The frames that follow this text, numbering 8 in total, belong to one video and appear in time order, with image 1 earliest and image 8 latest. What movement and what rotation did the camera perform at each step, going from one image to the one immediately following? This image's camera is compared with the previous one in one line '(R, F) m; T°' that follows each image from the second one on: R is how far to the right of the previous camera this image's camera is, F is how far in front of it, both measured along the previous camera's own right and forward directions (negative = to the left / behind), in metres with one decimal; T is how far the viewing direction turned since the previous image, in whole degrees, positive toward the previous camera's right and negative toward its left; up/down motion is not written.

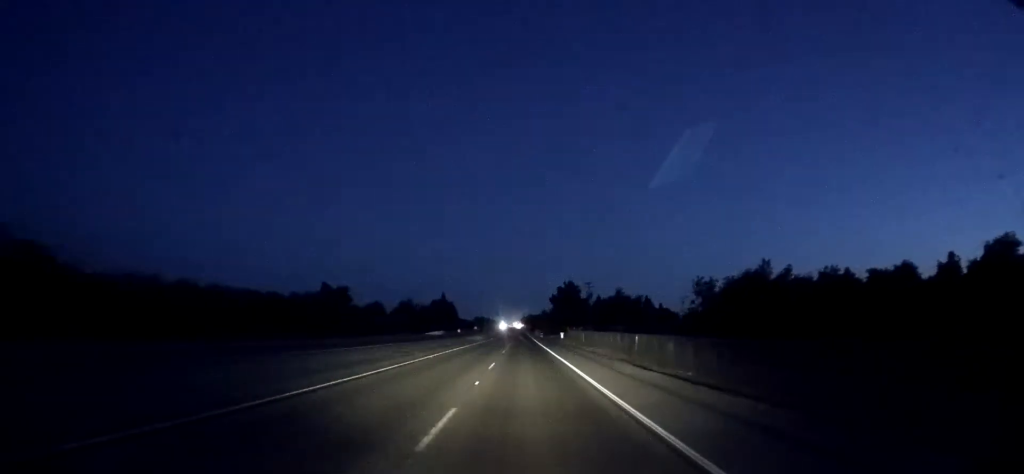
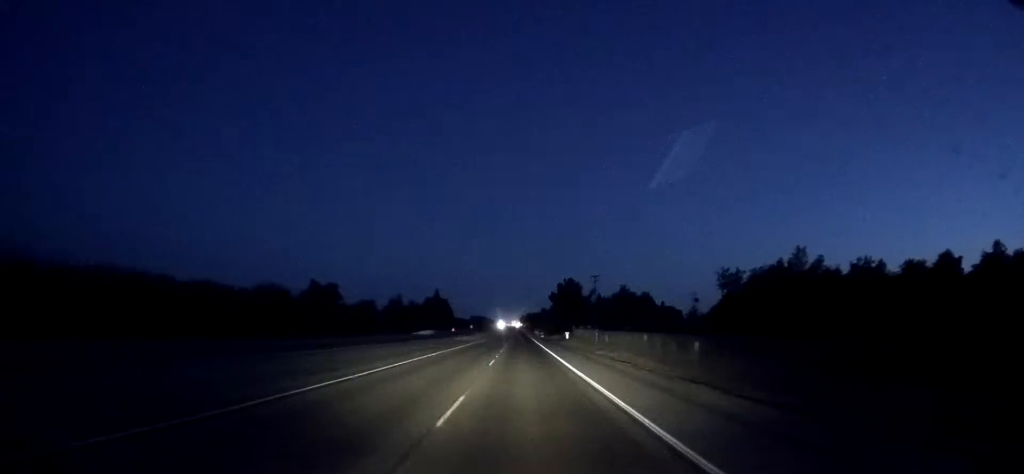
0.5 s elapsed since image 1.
(-0.2, +13.3) m; -1°
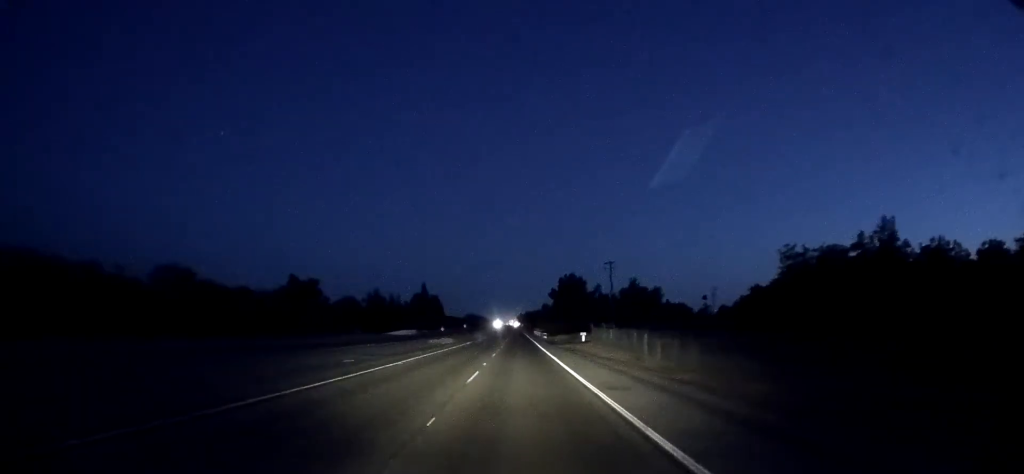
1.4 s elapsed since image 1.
(0.0, +22.4) m; 0°
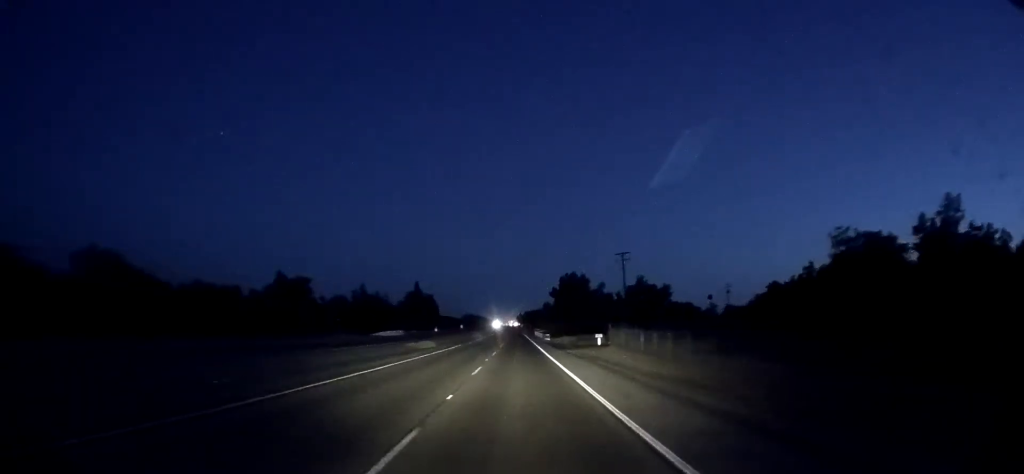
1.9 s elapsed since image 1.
(0.0, +11.6) m; +1°
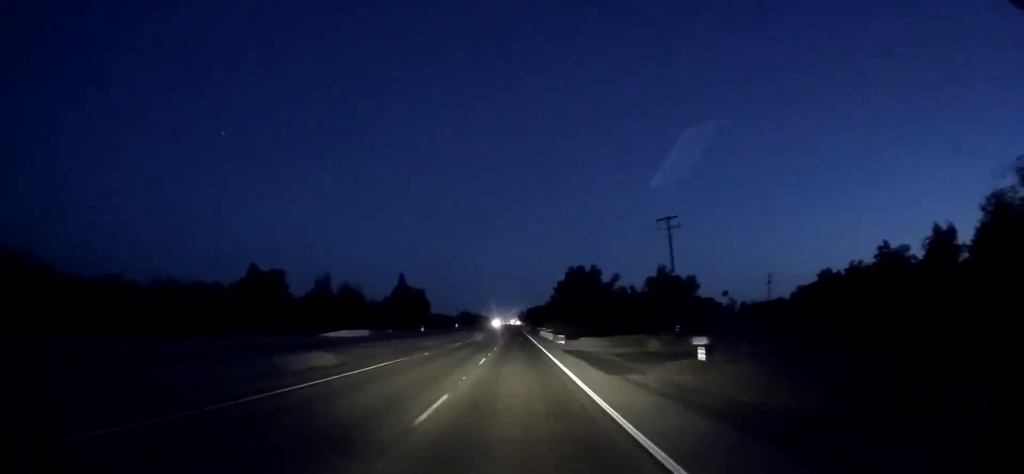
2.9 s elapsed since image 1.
(+0.3, +24.9) m; +1°
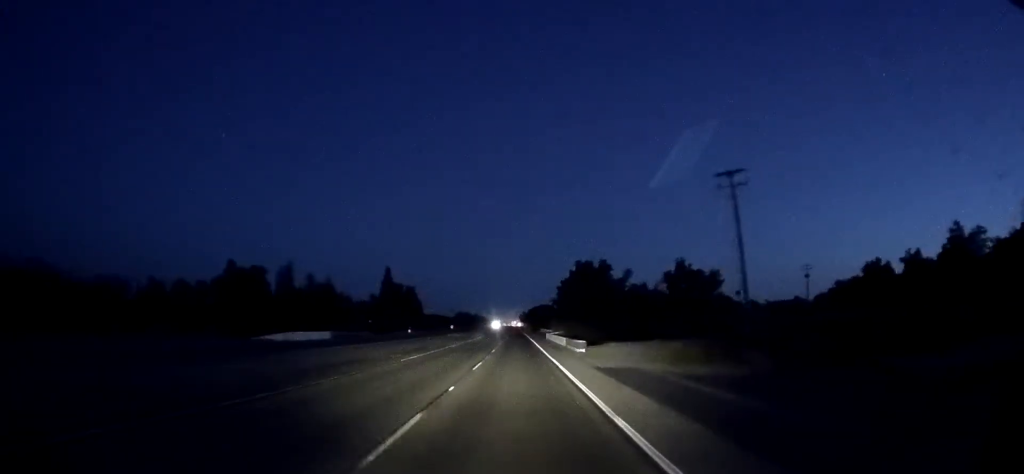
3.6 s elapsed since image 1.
(+0.3, +17.5) m; 0°
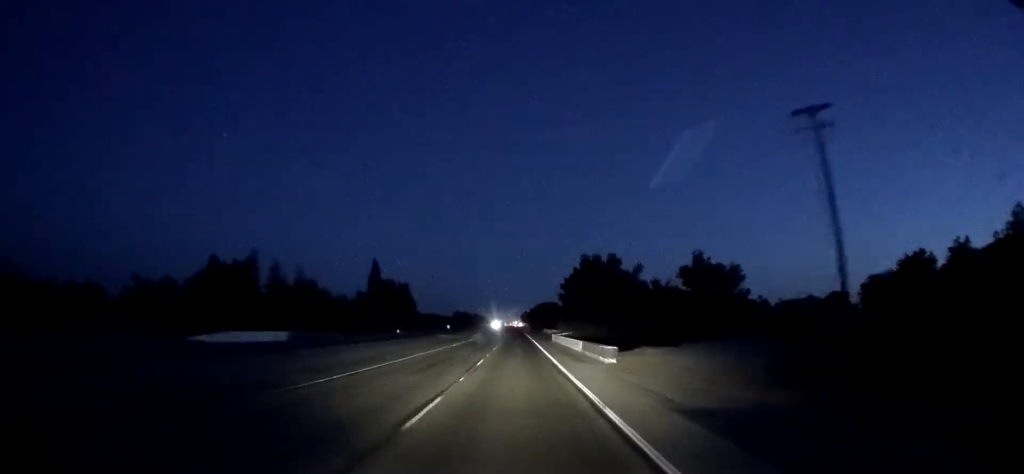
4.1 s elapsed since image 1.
(-0.3, +12.5) m; -1°
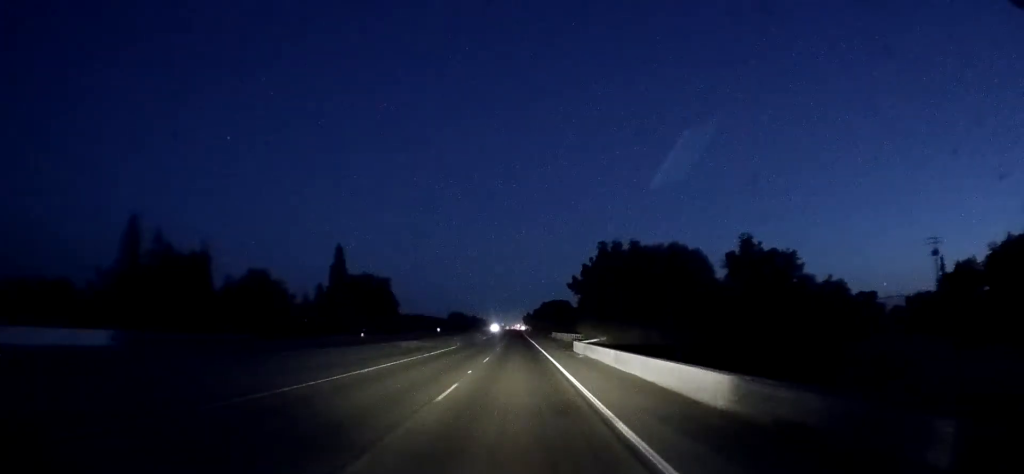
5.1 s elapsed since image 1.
(-0.2, +25.8) m; -1°
